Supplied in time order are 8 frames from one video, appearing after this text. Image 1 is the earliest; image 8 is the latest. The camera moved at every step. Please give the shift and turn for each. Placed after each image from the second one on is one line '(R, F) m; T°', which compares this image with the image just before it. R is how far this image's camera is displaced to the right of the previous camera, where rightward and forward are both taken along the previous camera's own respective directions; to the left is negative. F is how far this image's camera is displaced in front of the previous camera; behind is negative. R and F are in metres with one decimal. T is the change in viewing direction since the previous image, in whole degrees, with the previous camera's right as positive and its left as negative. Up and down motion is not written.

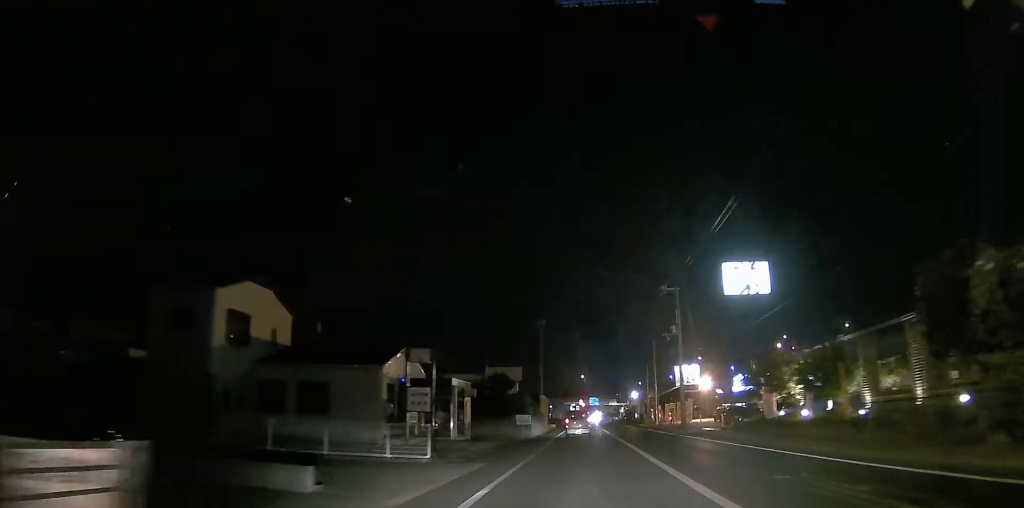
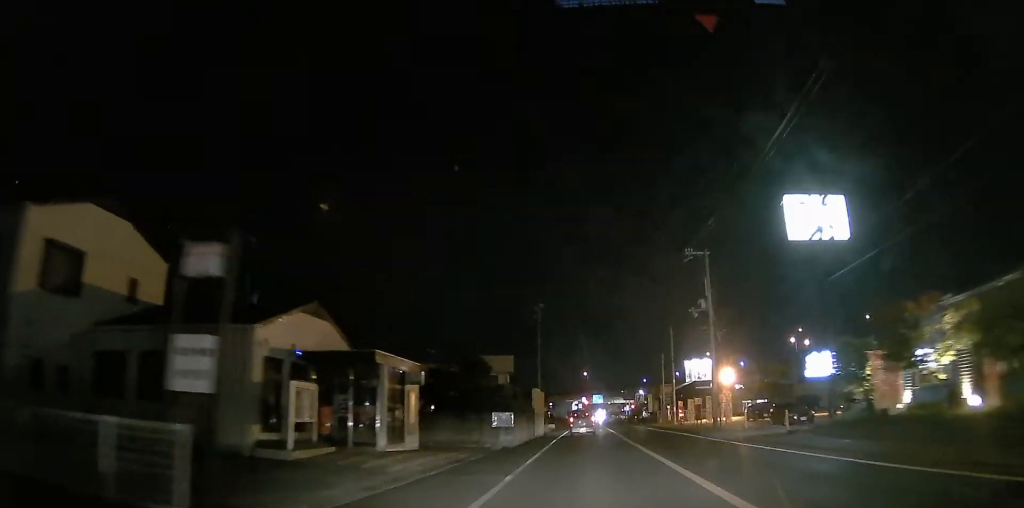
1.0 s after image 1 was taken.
(-0.1, +11.7) m; +1°
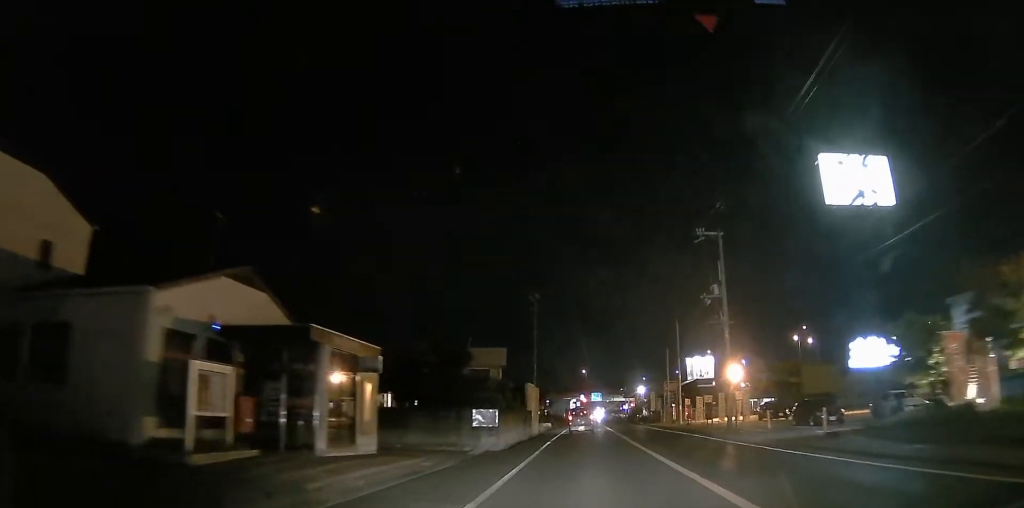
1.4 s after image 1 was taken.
(+0.1, +4.5) m; +1°
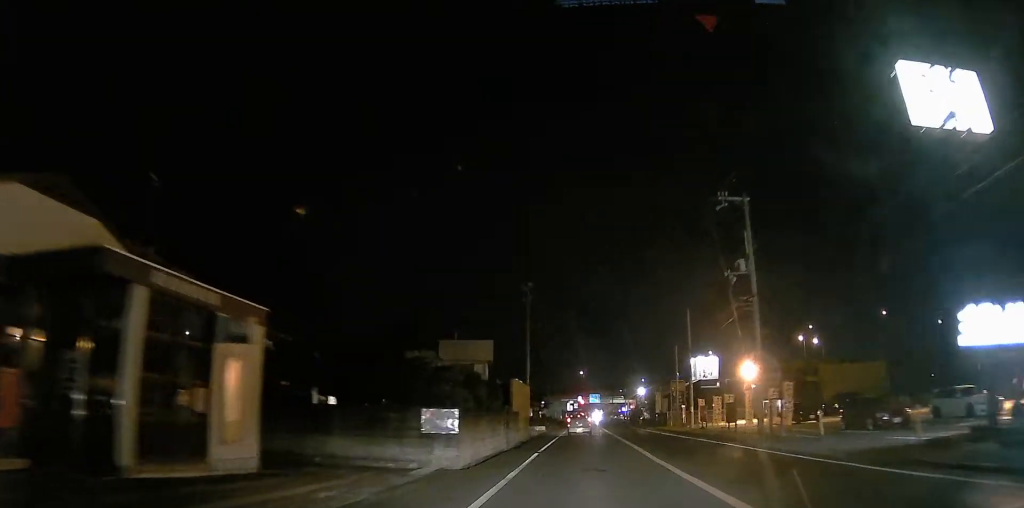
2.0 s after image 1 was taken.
(+0.1, +6.9) m; 0°
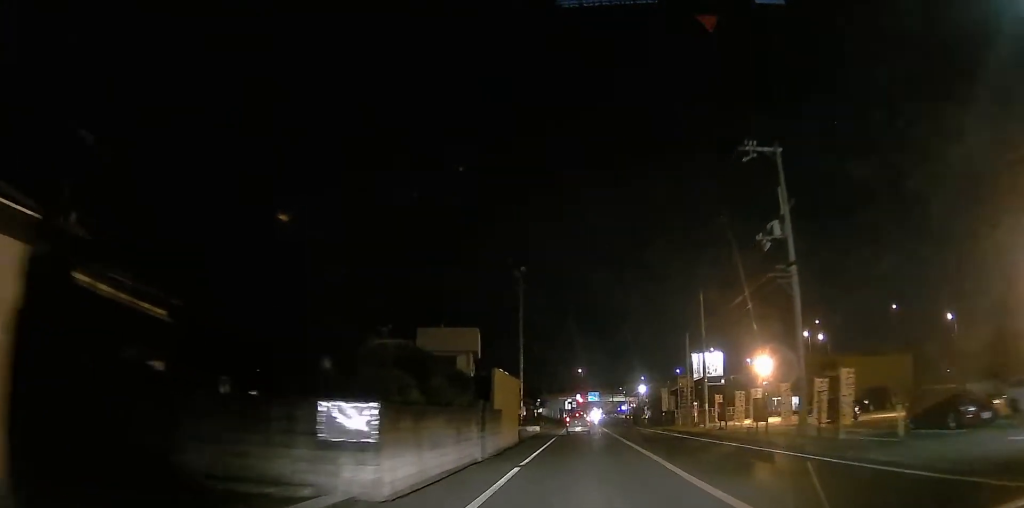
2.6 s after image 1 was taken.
(0.0, +6.1) m; 0°
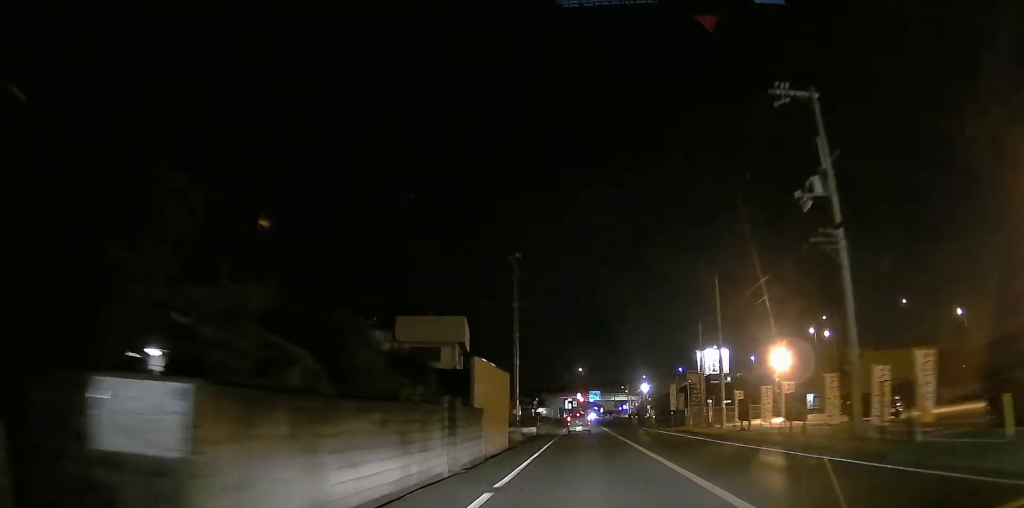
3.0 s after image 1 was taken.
(0.0, +4.8) m; 0°
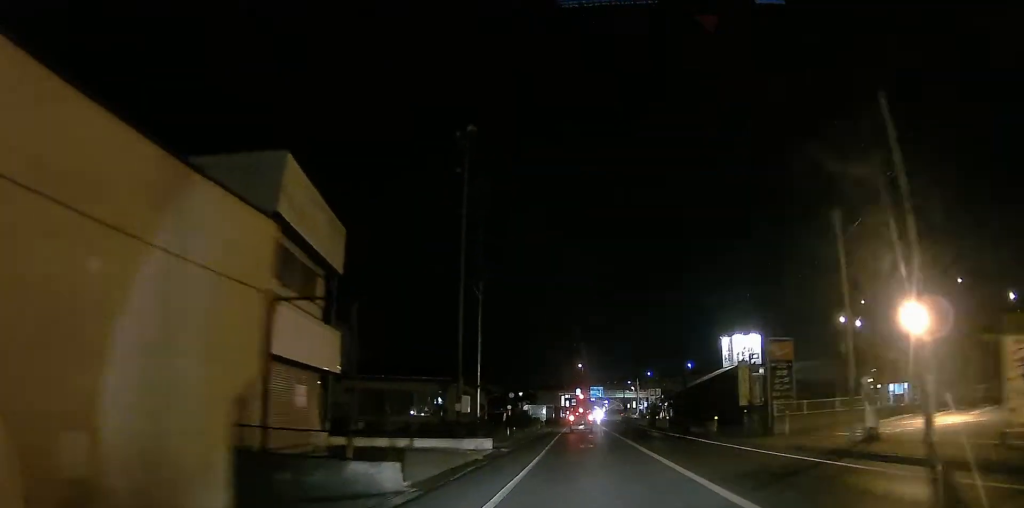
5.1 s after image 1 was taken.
(-0.4, +23.2) m; -1°
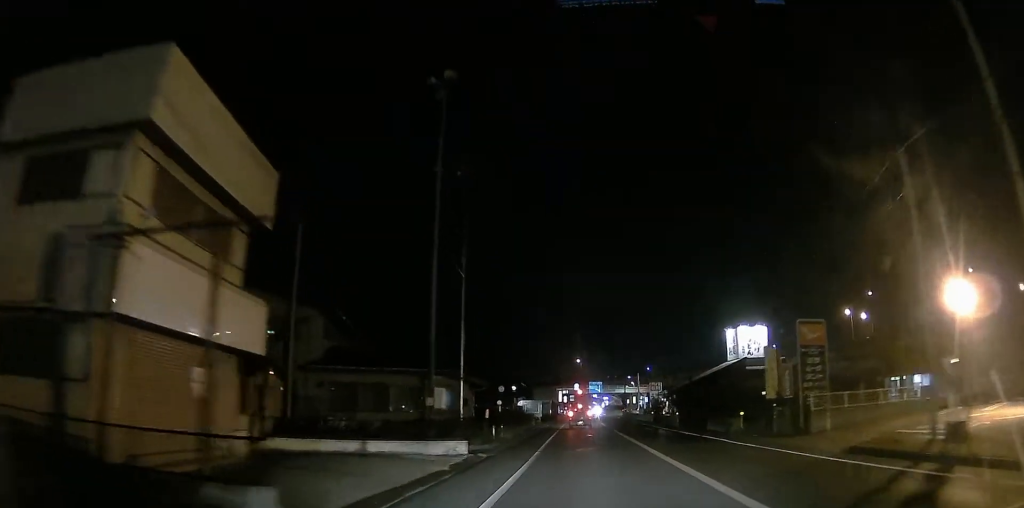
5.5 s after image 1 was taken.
(0.0, +4.9) m; 0°
